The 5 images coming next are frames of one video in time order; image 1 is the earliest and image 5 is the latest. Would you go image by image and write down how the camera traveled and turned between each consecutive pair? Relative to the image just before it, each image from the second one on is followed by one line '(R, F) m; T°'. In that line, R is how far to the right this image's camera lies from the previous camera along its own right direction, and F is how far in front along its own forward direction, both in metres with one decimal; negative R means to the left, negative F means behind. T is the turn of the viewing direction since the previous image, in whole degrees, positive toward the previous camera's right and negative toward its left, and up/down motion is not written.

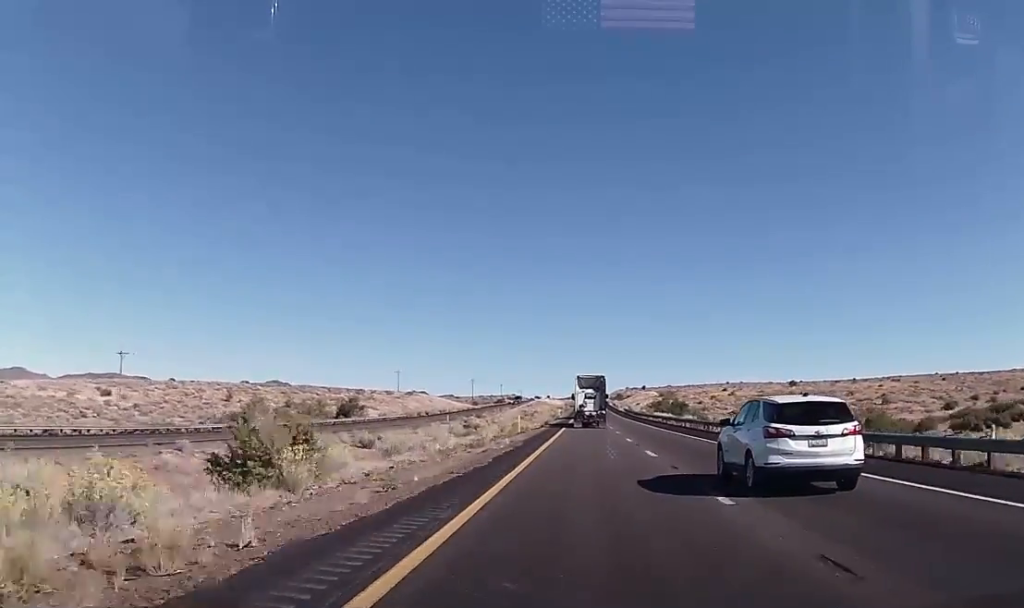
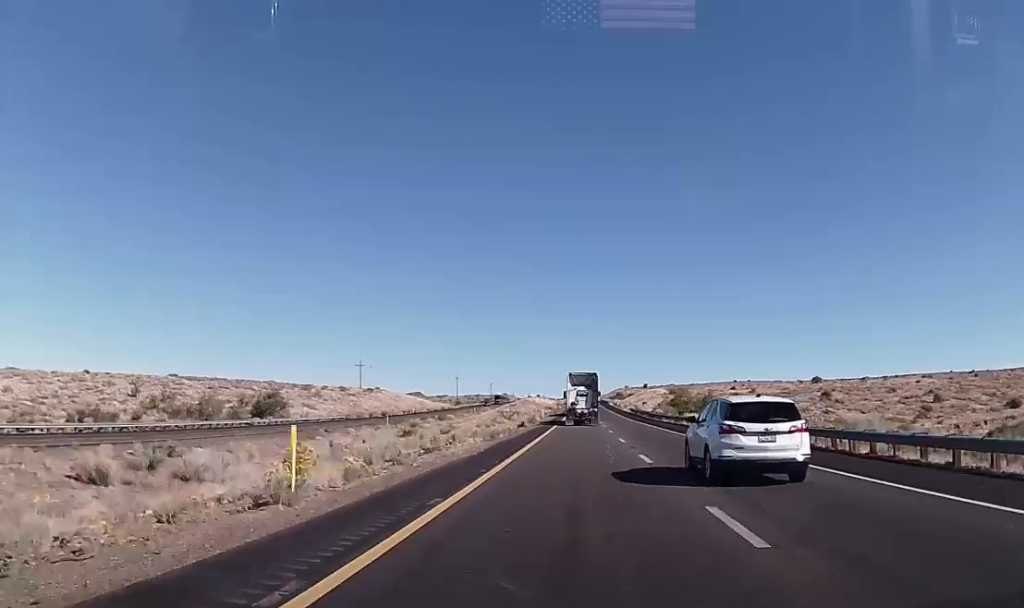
(0.0, +41.6) m; 0°
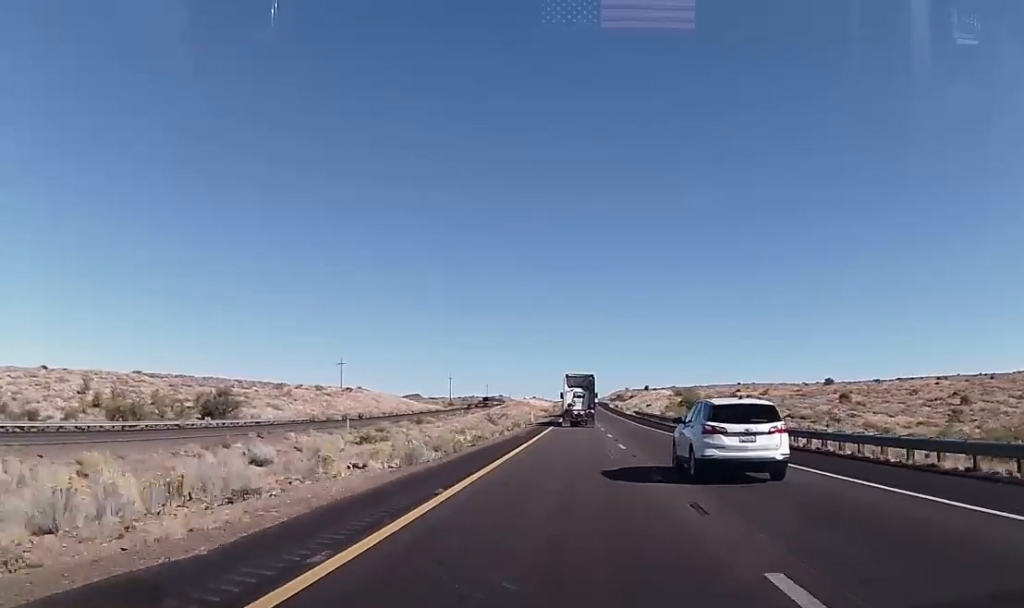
(-0.1, +15.5) m; 0°
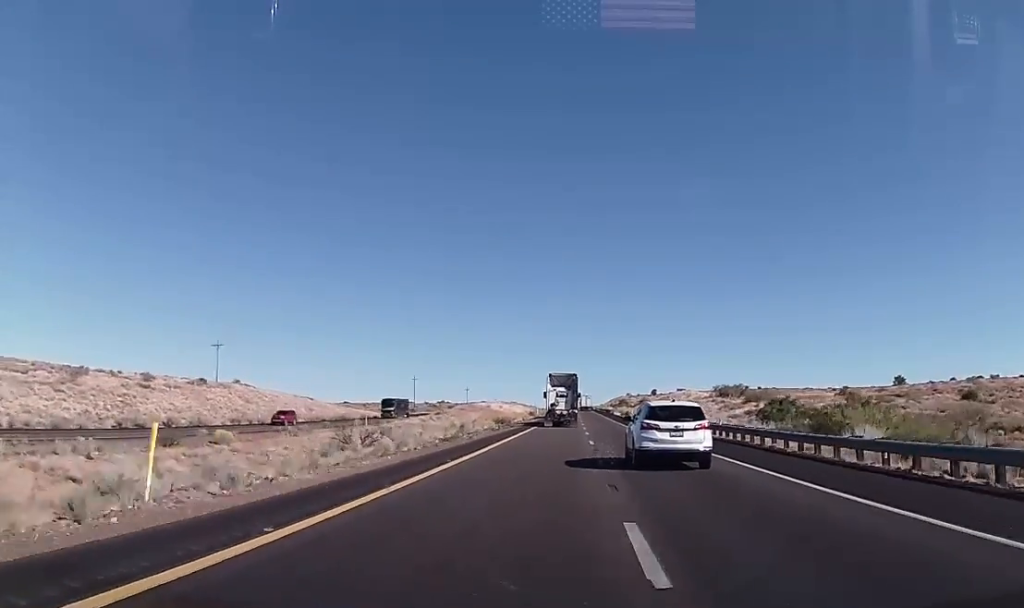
(+0.5, +71.3) m; 0°
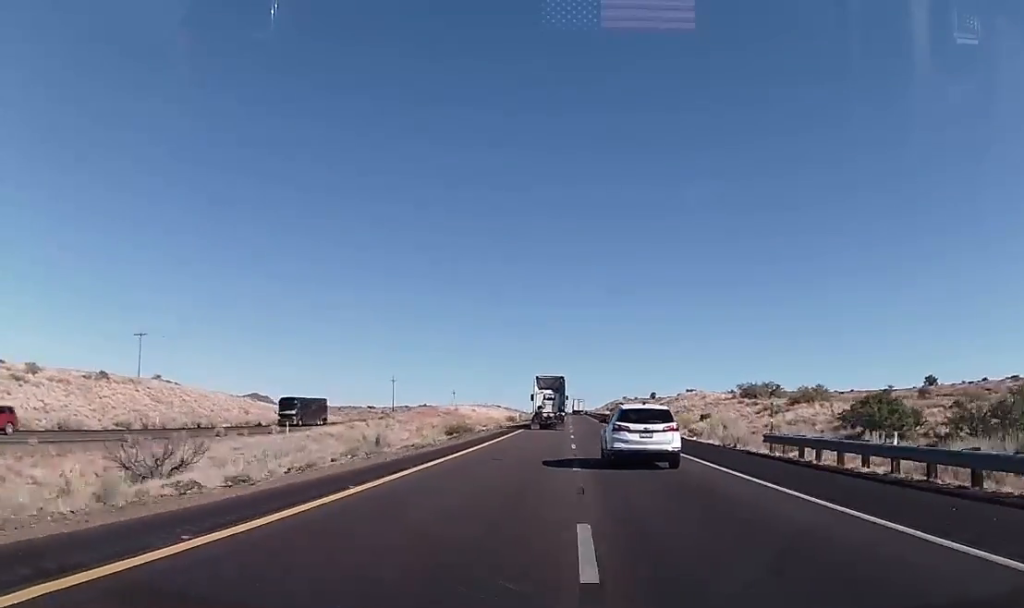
(0.0, +24.9) m; 0°
